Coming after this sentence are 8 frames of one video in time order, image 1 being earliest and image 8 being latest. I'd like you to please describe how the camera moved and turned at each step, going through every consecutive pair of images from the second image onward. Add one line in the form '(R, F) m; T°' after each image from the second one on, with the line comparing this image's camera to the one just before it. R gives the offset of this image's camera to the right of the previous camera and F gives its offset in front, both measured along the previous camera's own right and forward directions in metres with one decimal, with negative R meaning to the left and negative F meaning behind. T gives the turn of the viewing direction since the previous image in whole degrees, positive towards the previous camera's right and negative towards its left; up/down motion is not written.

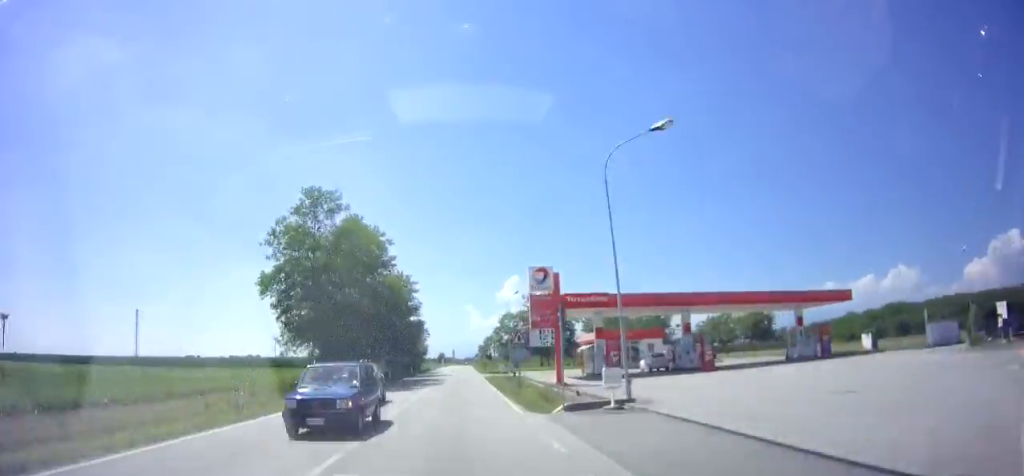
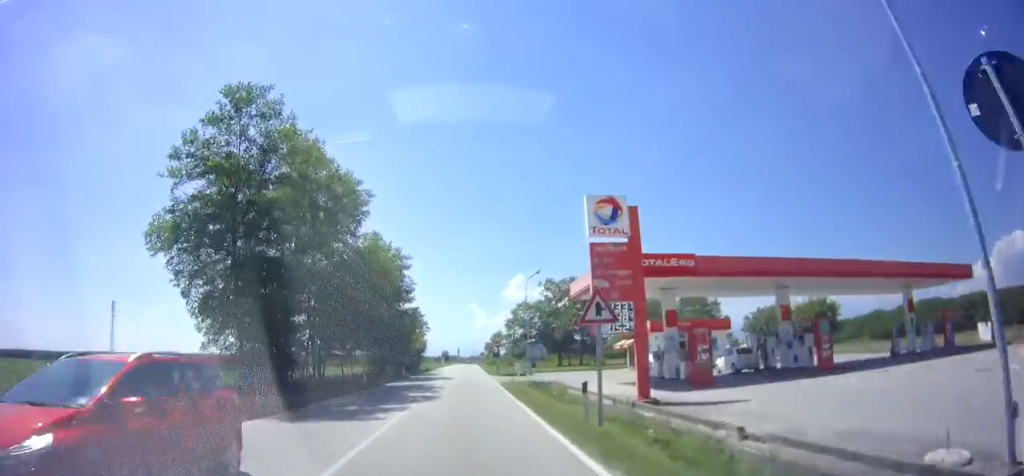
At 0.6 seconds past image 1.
(-0.2, +12.7) m; -1°
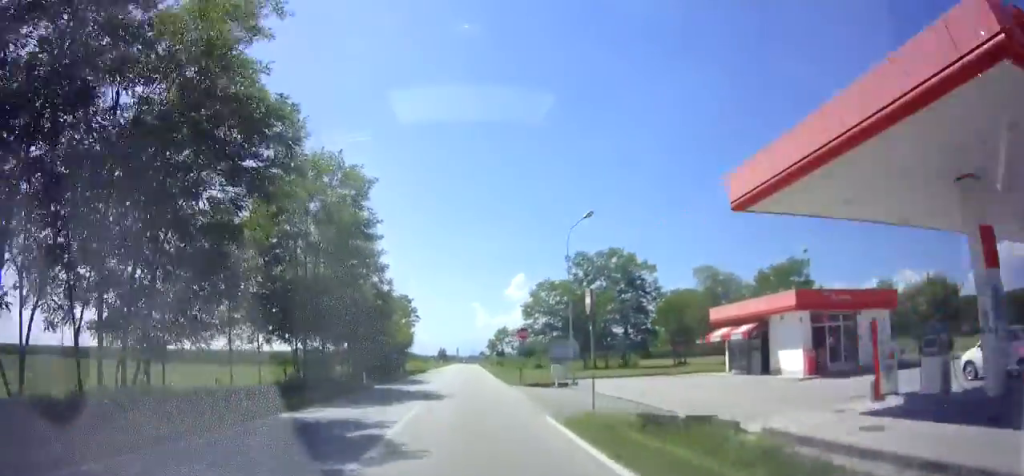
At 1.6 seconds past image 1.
(0.0, +18.9) m; +1°
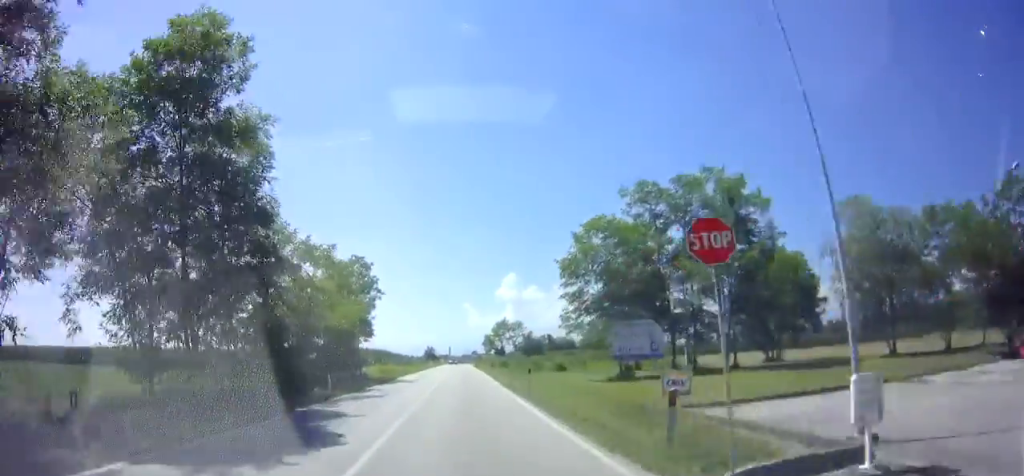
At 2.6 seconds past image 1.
(+0.5, +21.6) m; +1°
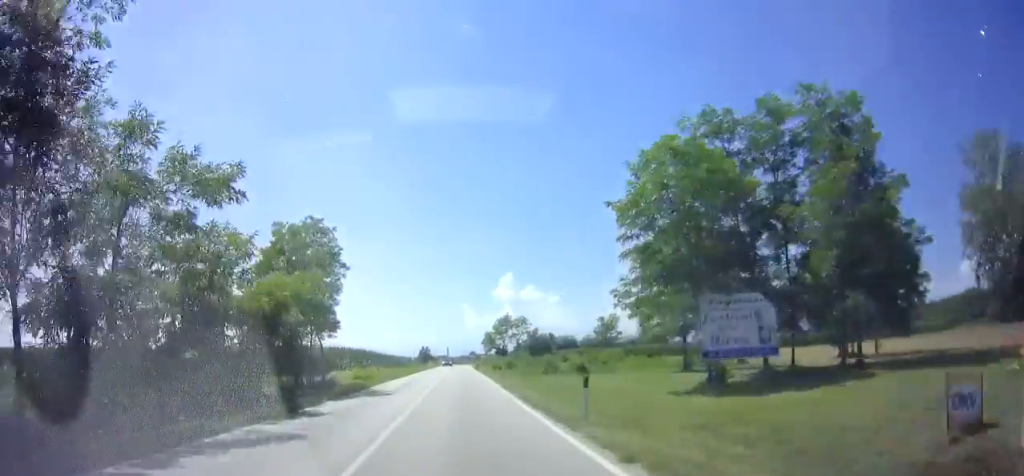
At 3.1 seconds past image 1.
(0.0, +10.1) m; -1°
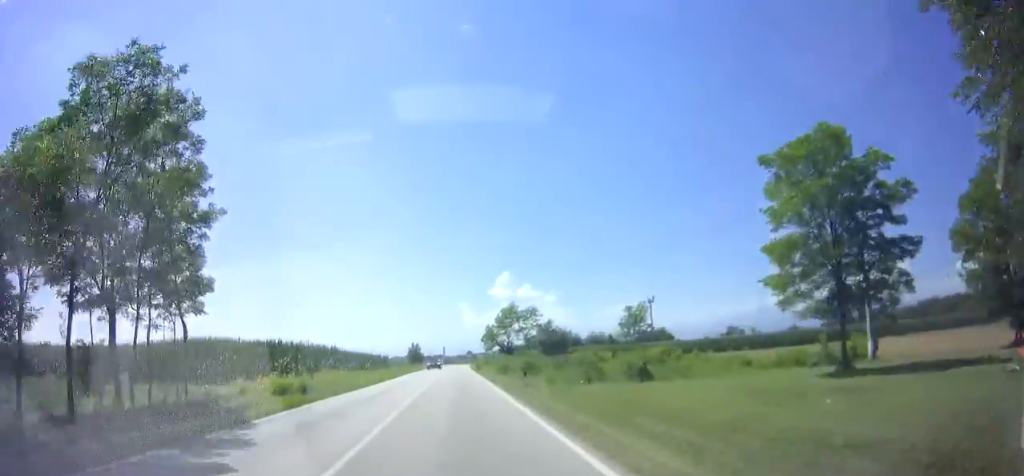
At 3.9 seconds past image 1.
(-0.1, +15.5) m; -1°
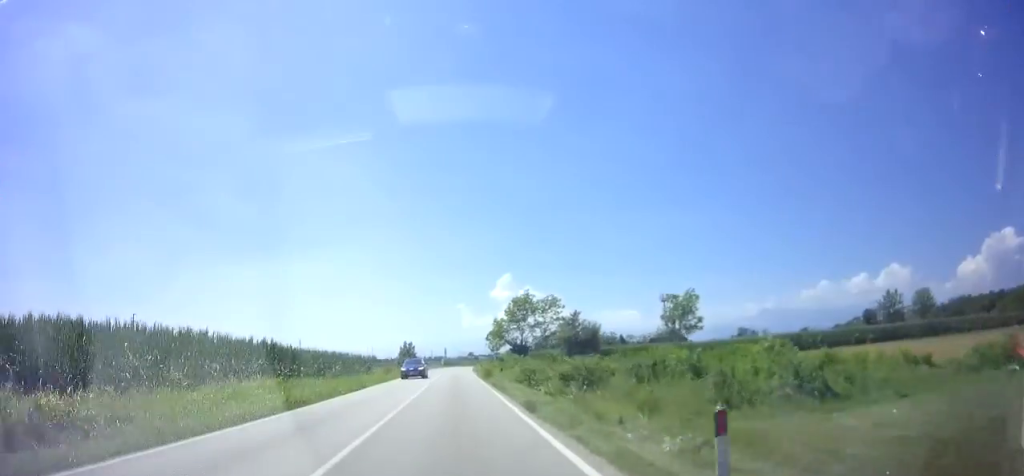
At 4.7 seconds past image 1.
(-0.3, +15.6) m; 0°
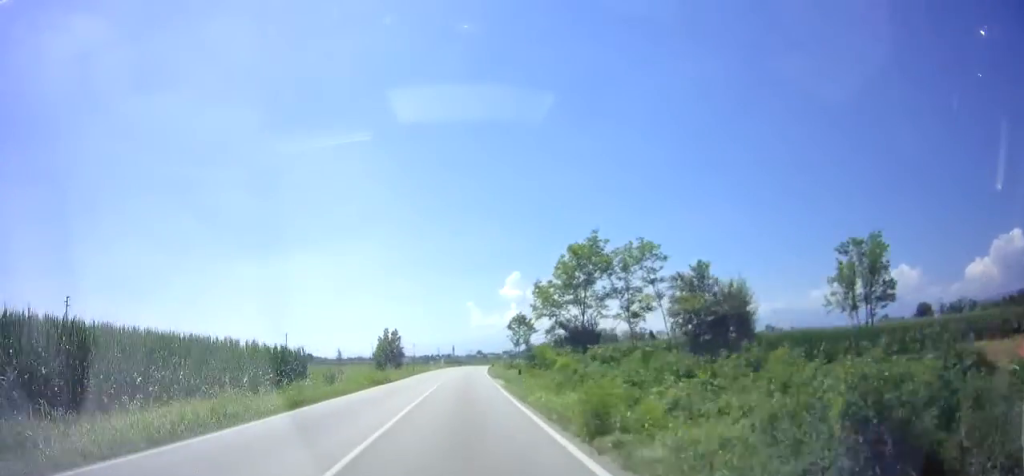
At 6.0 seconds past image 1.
(+0.6, +27.1) m; +1°
